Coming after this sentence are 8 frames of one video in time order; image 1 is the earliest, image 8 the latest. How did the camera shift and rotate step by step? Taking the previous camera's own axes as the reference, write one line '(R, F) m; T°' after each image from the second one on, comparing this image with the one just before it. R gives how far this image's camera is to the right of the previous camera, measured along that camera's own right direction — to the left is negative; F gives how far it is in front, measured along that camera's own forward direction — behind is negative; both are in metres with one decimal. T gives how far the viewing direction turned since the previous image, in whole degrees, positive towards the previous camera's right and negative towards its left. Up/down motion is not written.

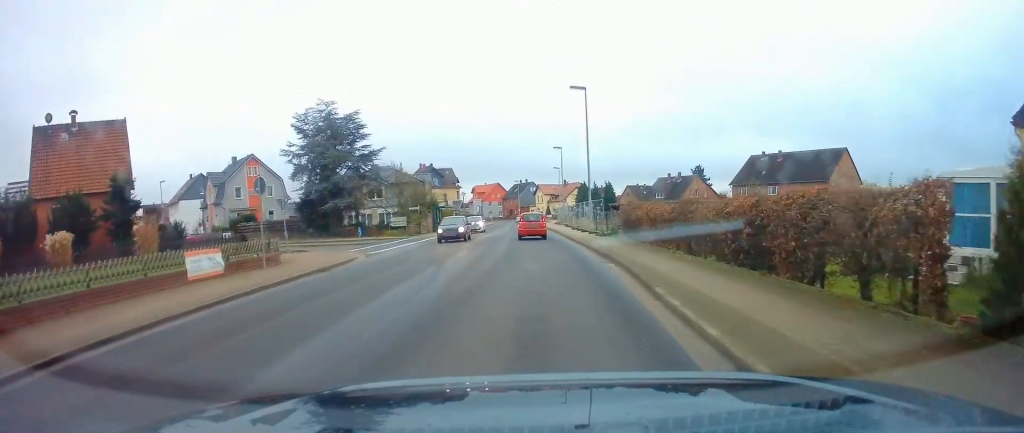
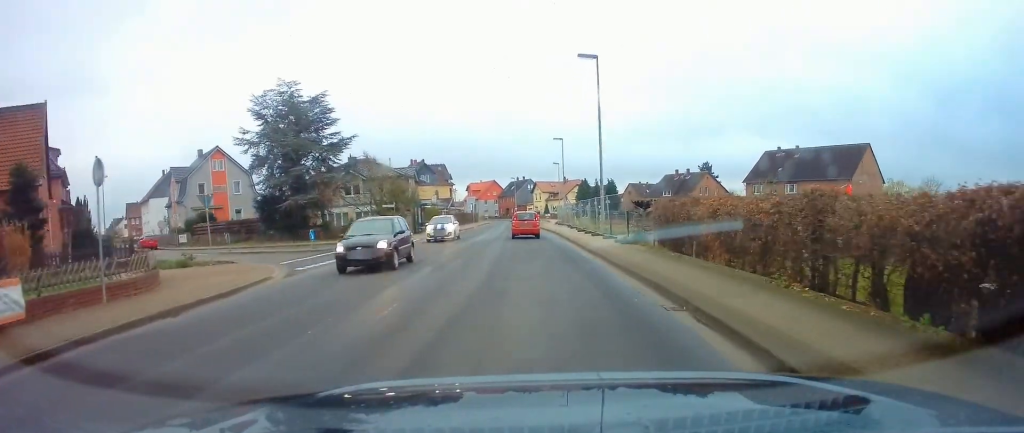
(0.0, +7.9) m; 0°
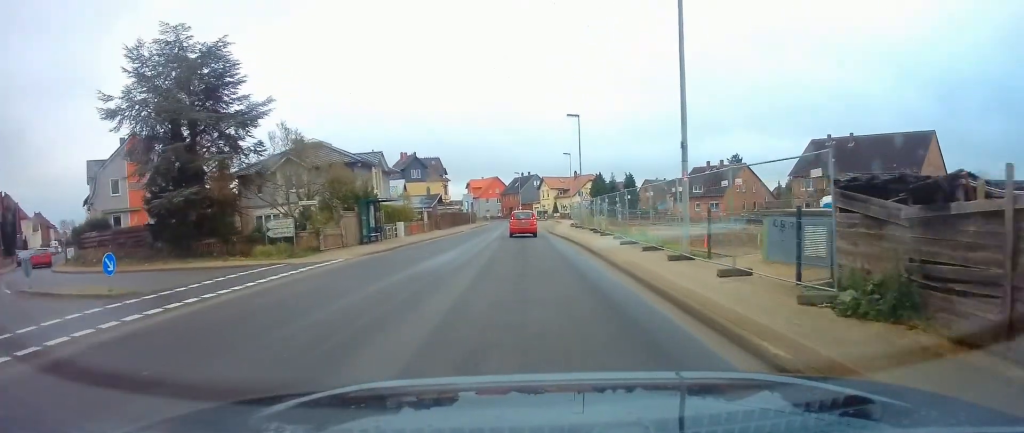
(+0.2, +16.0) m; +1°
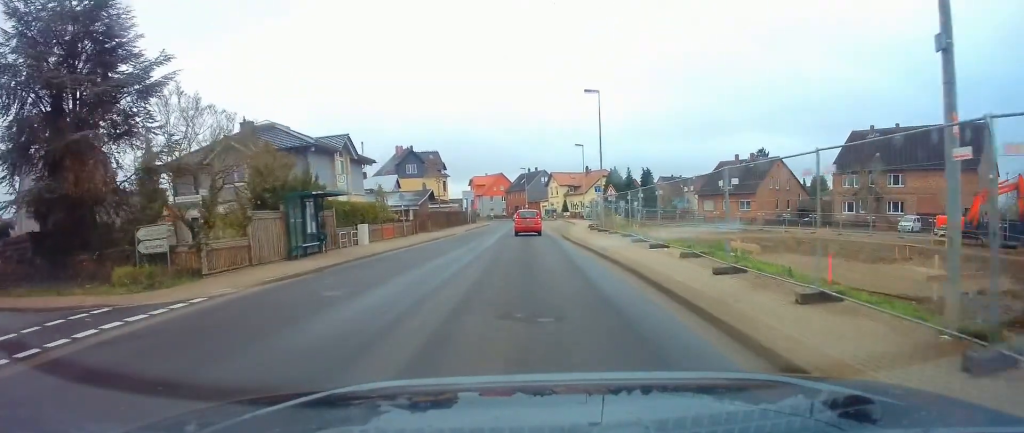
(0.0, +10.2) m; -1°
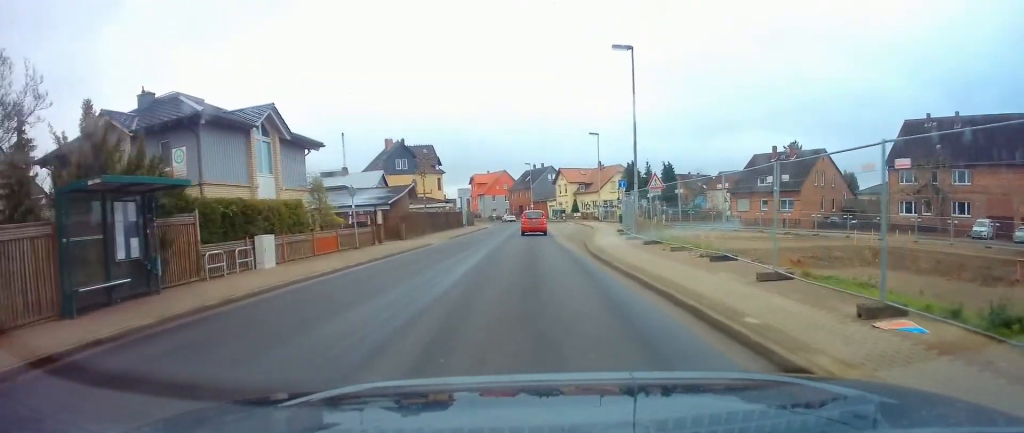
(-0.2, +11.8) m; -1°
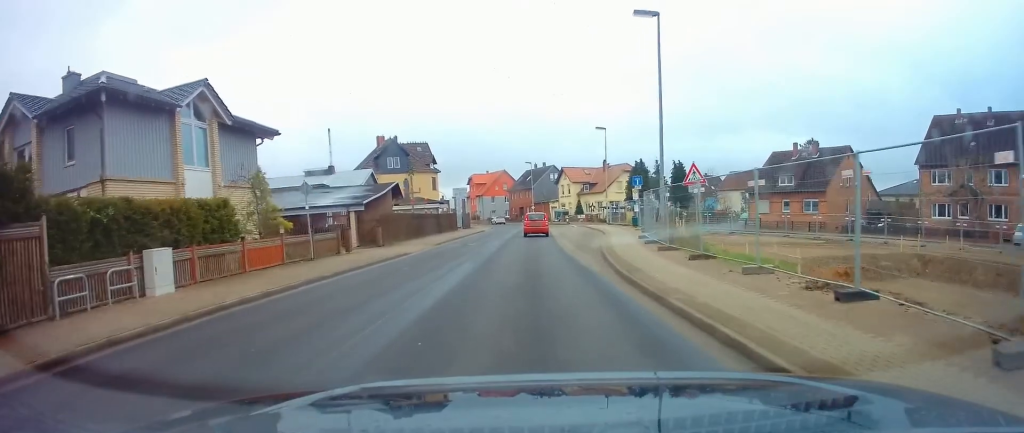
(0.0, +5.8) m; 0°
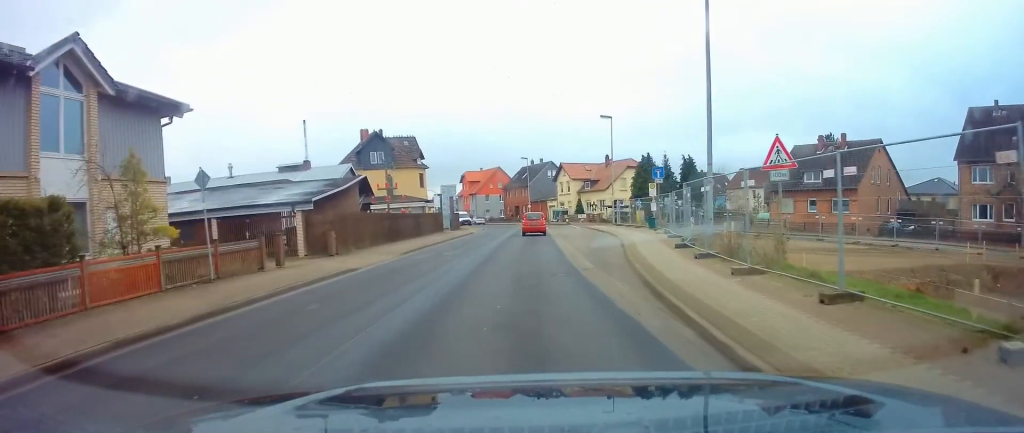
(0.0, +7.0) m; +1°
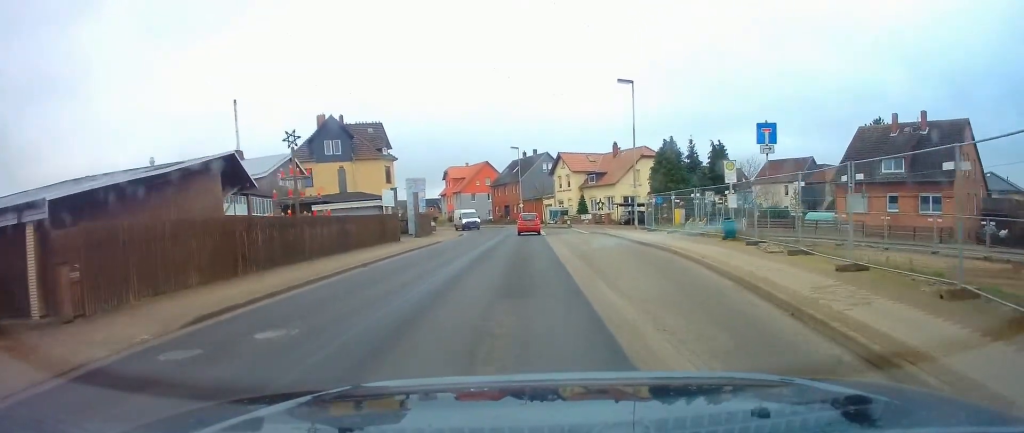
(+0.3, +14.9) m; +1°
